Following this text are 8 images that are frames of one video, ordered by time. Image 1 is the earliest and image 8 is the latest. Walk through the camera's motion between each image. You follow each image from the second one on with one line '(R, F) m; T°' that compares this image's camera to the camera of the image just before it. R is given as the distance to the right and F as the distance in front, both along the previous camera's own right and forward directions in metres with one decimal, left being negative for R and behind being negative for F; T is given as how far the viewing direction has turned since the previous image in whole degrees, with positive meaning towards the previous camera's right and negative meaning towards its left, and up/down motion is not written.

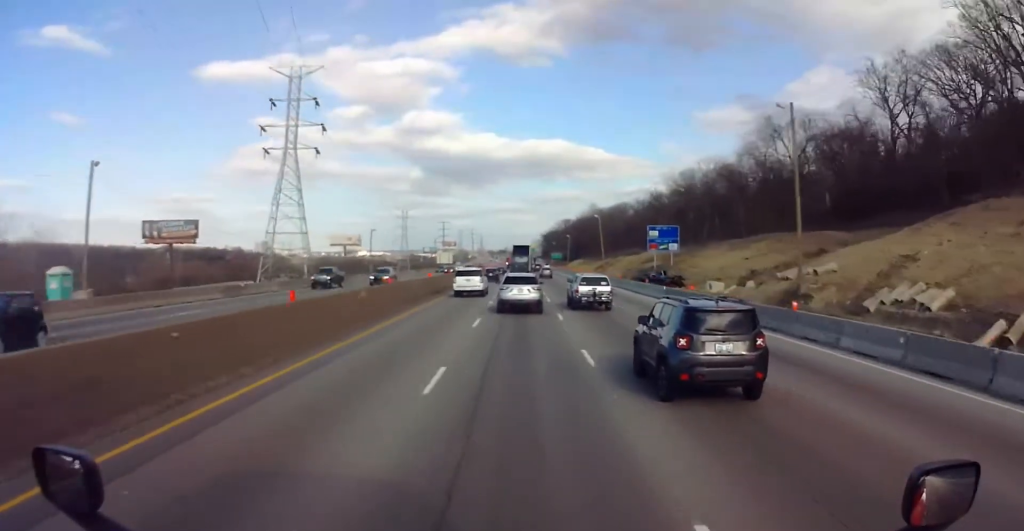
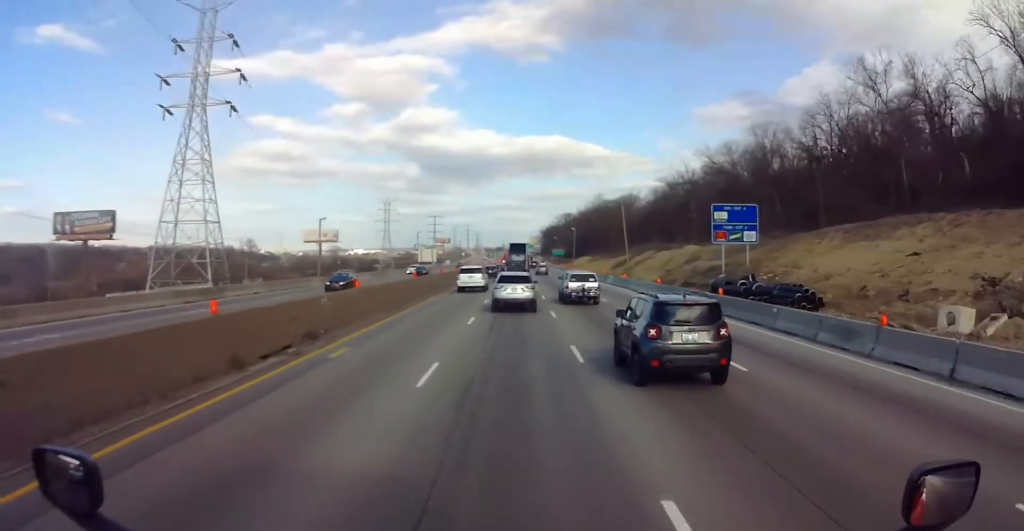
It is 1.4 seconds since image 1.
(+0.1, +36.0) m; 0°
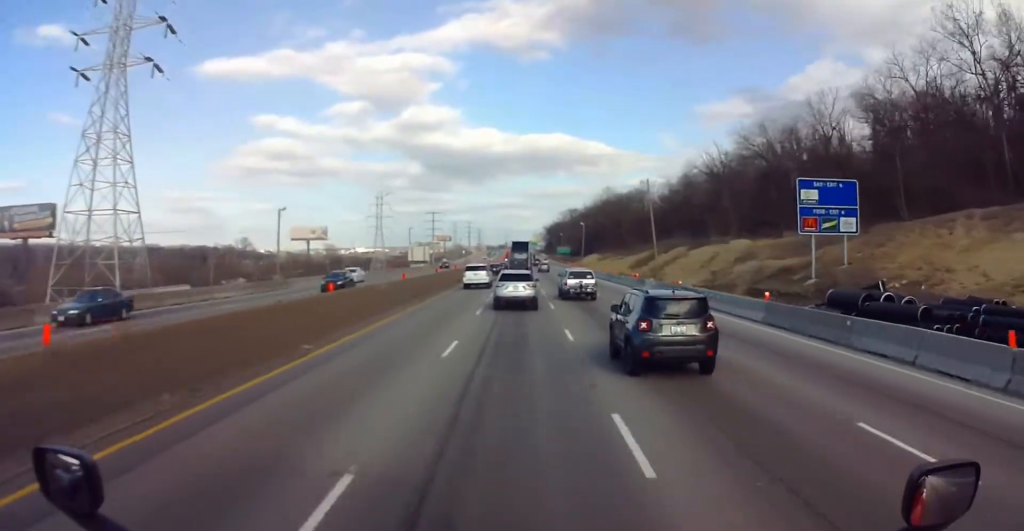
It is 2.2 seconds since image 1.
(0.0, +20.6) m; 0°
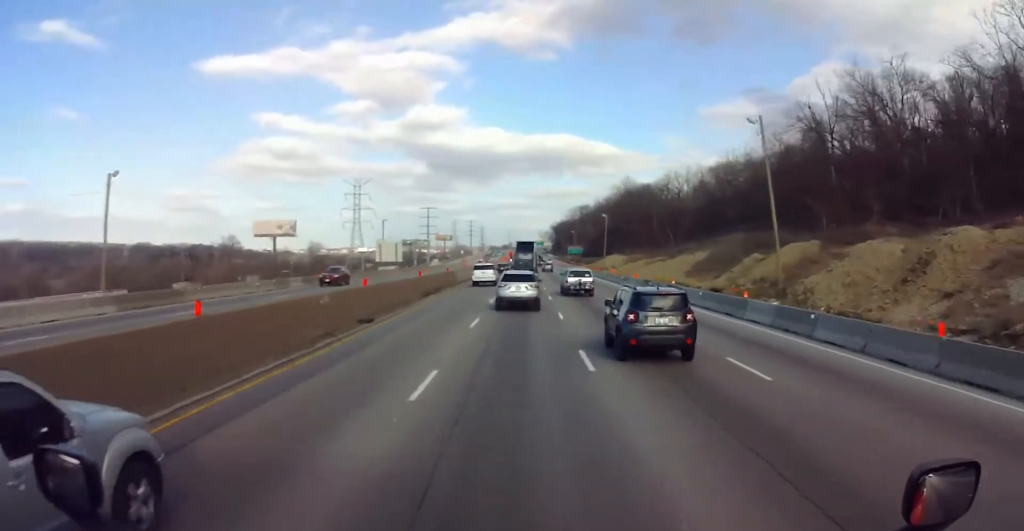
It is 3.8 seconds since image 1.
(0.0, +41.3) m; 0°
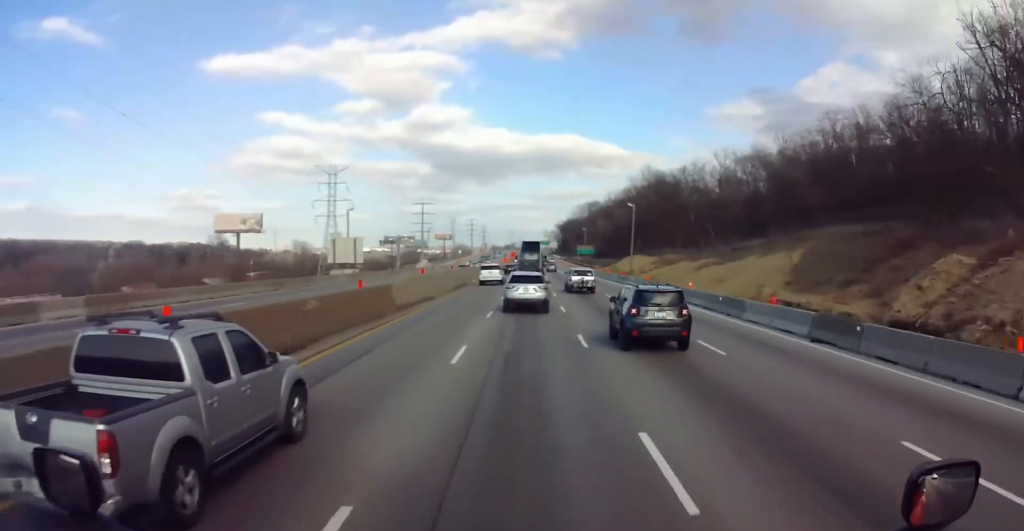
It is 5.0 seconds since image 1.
(-0.1, +32.2) m; 0°
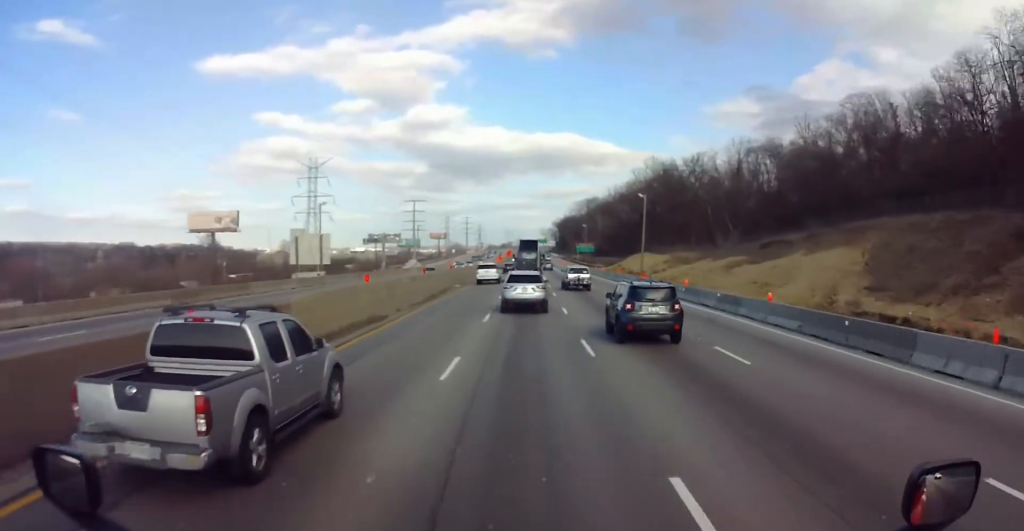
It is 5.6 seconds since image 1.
(0.0, +14.0) m; 0°
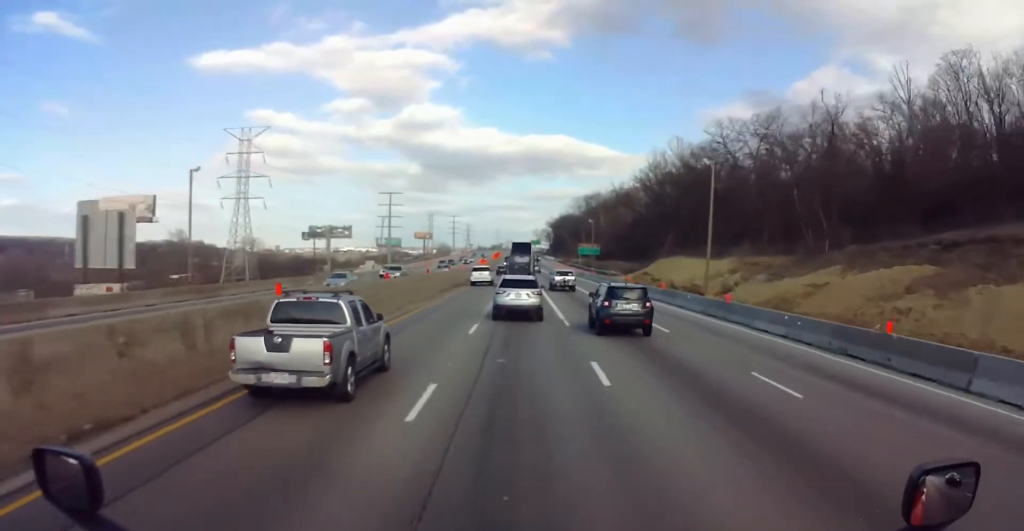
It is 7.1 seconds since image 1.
(+0.2, +39.3) m; +1°
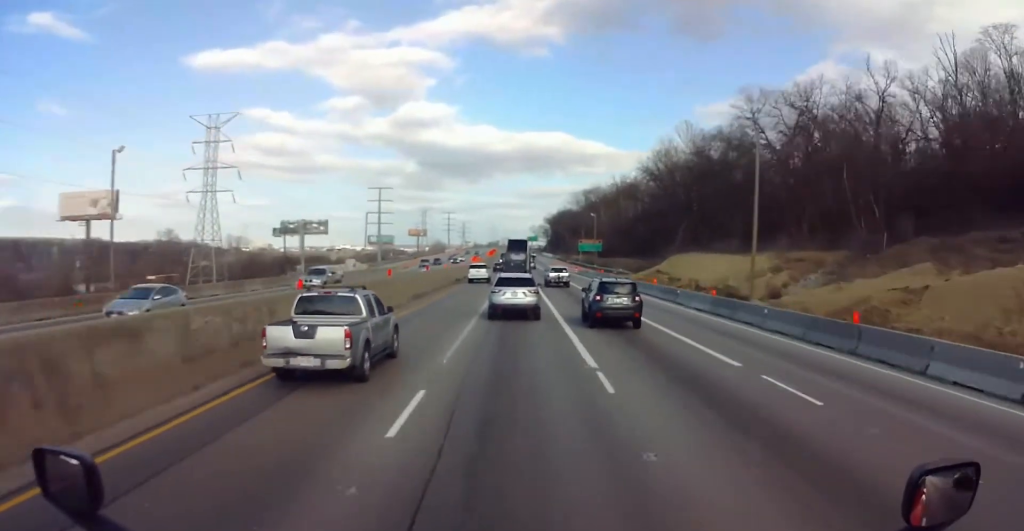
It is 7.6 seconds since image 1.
(0.0, +13.1) m; 0°
